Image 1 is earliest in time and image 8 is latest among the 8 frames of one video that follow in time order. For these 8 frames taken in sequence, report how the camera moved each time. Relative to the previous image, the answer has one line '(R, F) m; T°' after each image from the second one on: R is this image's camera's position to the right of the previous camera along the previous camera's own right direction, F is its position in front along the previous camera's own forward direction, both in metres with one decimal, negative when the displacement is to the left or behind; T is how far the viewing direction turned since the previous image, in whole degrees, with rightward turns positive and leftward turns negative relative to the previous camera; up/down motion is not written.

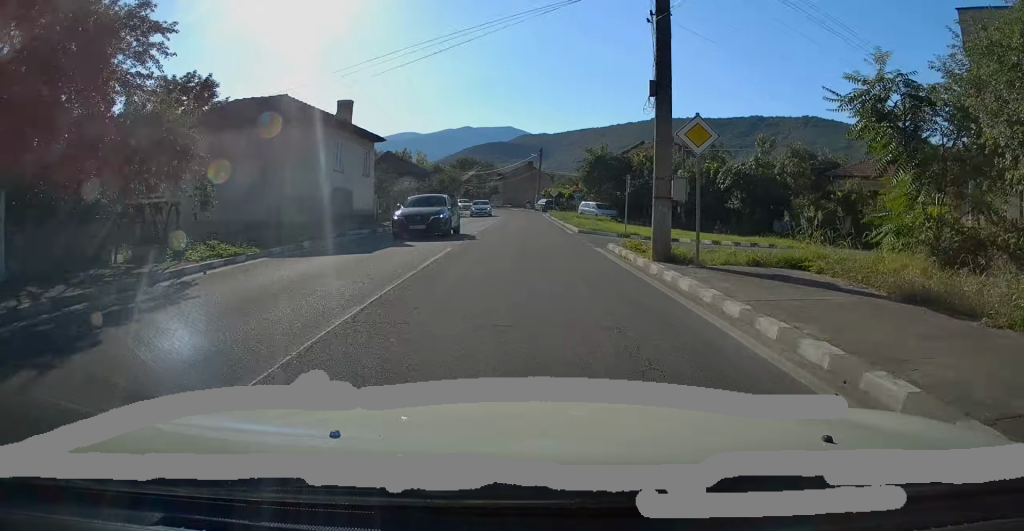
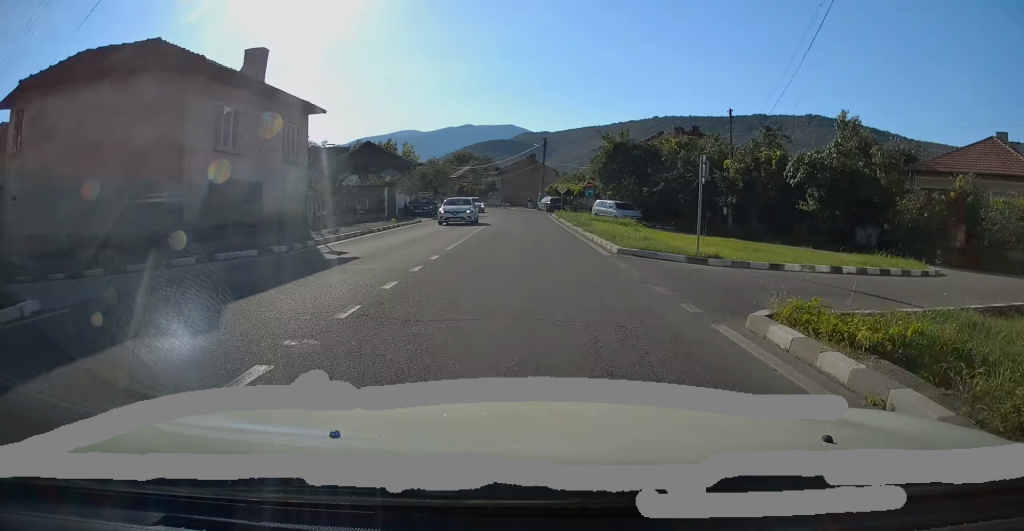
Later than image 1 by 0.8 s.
(-0.1, +10.8) m; 0°
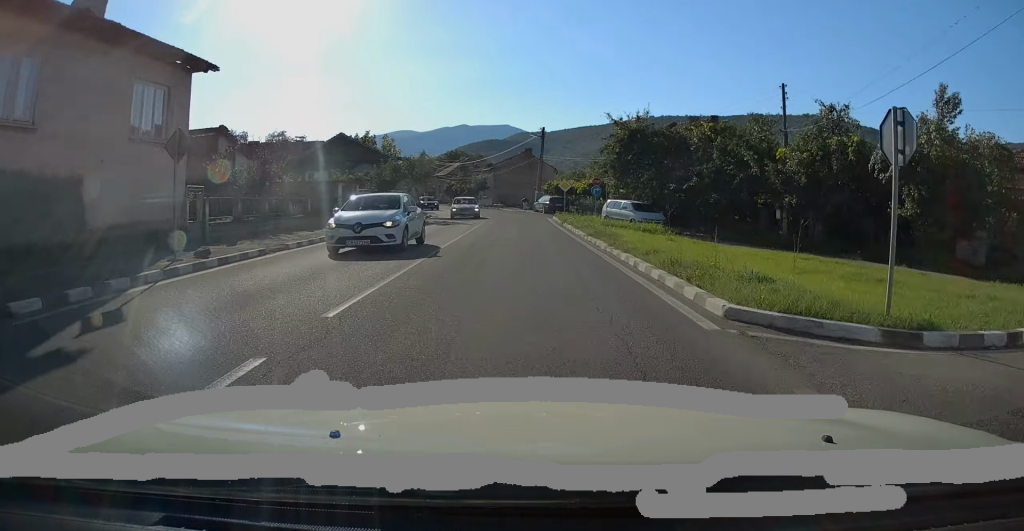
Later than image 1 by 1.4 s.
(0.0, +8.5) m; 0°
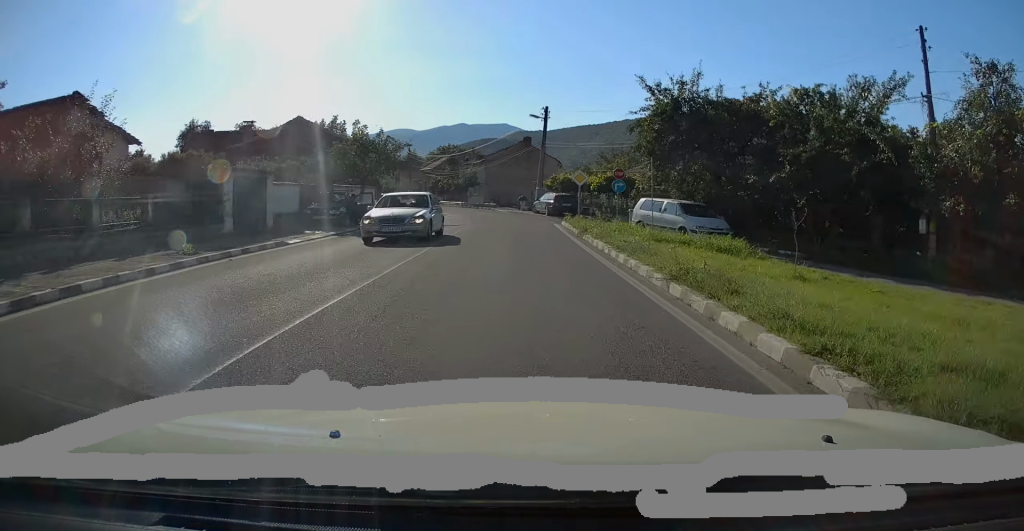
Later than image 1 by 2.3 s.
(0.0, +11.1) m; 0°
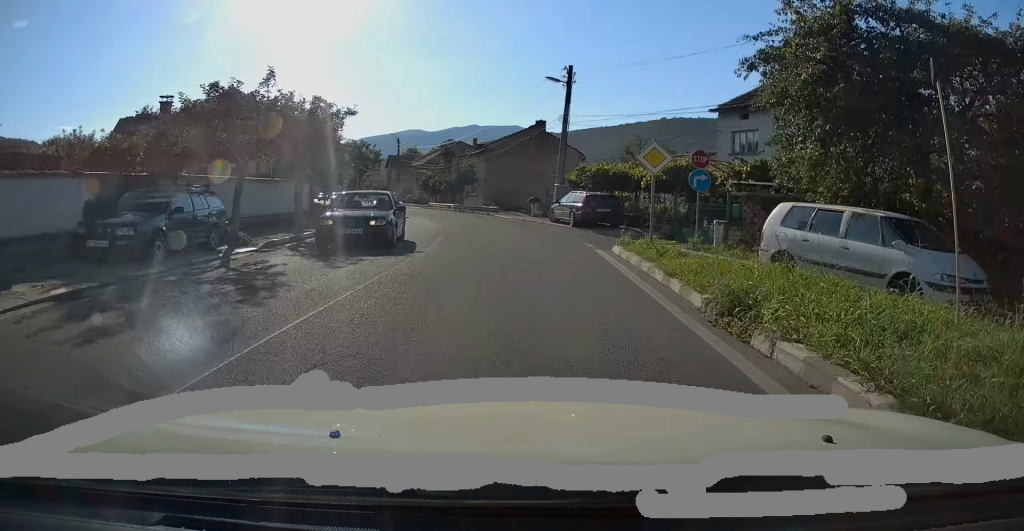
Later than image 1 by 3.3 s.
(0.0, +13.5) m; -1°
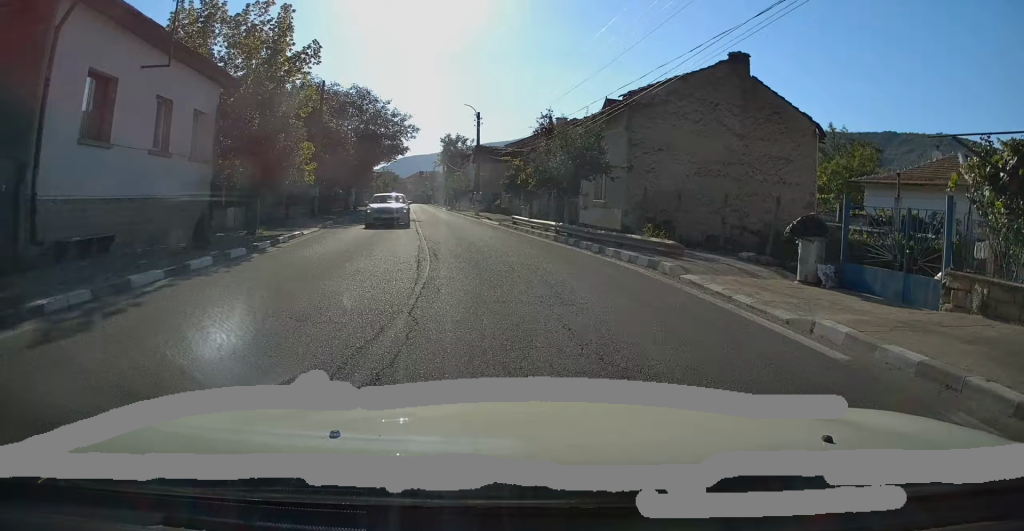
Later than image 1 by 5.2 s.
(-1.6, +24.5) m; -9°
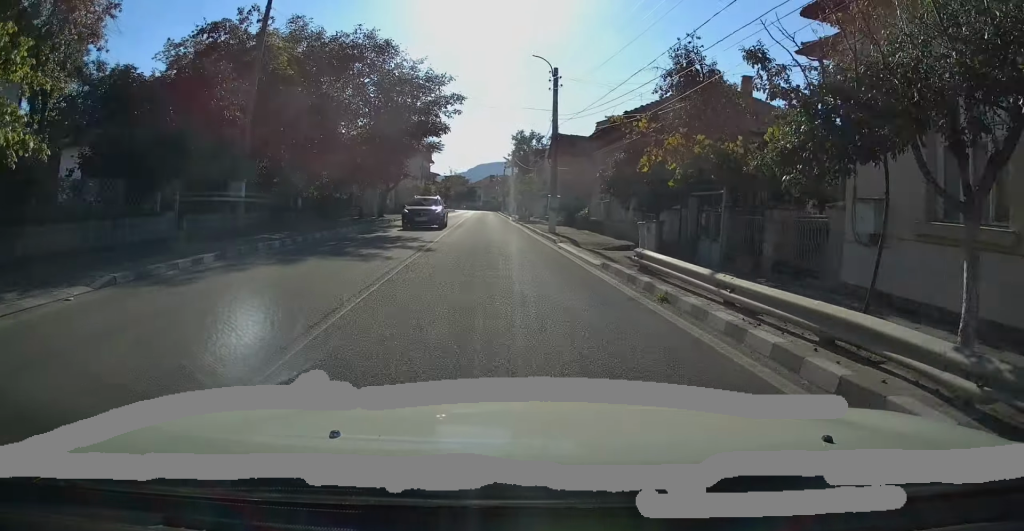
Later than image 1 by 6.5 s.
(-0.6, +16.0) m; -5°
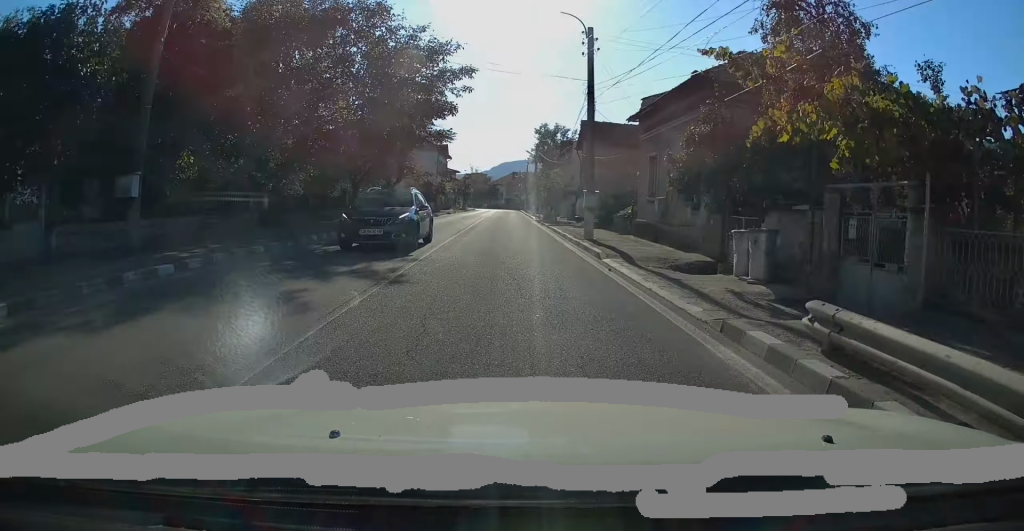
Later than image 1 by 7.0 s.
(0.0, +6.0) m; -2°
